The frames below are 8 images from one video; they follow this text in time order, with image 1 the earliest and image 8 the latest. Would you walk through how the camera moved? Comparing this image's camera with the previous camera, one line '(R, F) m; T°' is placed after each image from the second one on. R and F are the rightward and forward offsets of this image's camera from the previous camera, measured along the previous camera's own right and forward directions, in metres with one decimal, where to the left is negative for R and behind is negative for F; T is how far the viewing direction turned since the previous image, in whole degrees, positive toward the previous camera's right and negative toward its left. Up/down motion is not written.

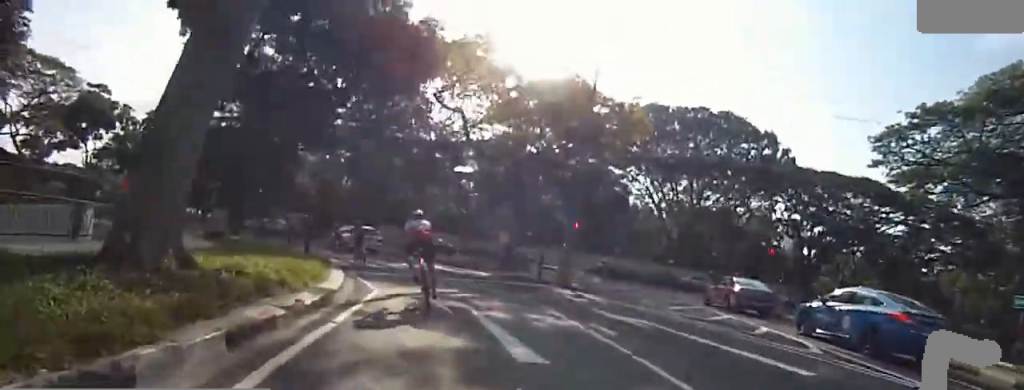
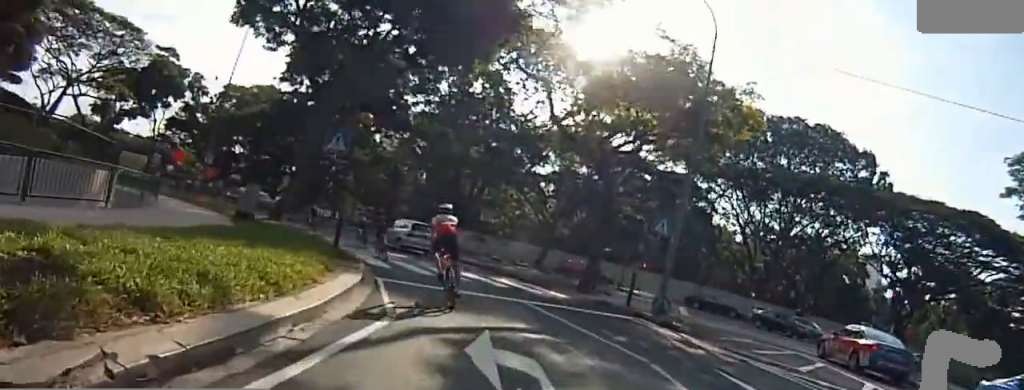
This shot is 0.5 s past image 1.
(-0.1, +4.0) m; -9°
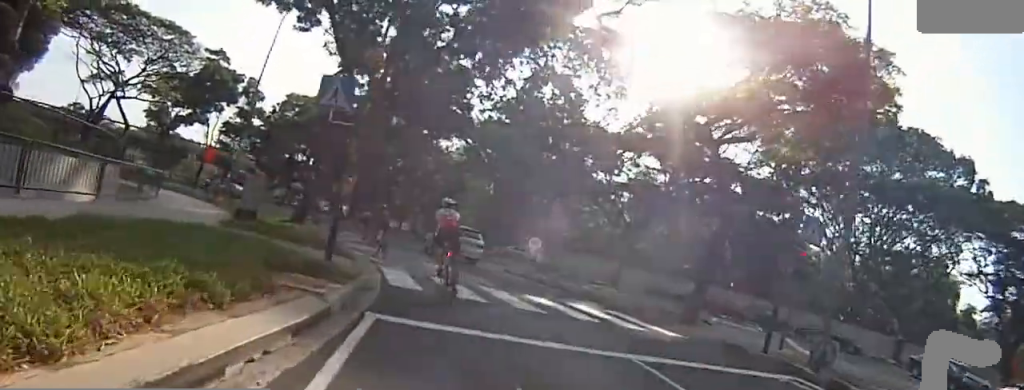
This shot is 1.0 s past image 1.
(-0.9, +4.9) m; -11°
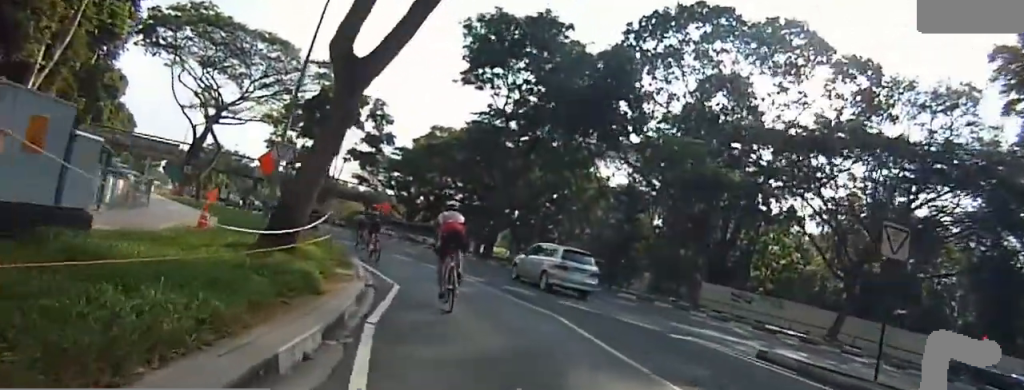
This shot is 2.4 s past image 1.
(-2.1, +11.9) m; -20°
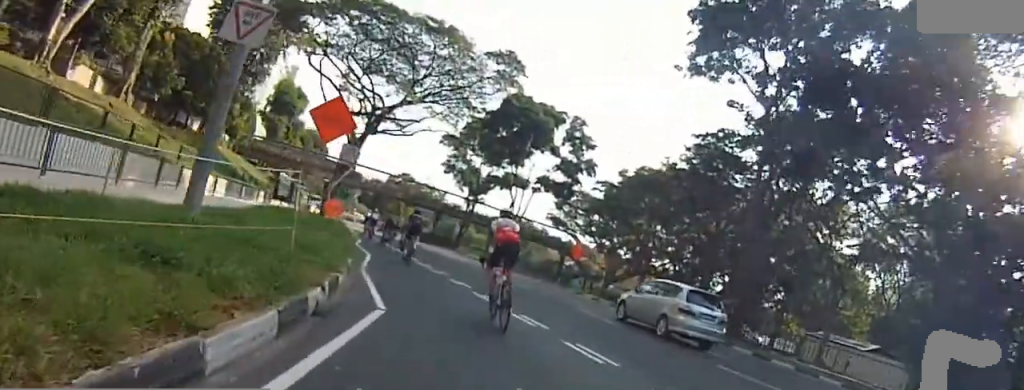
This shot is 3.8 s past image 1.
(-0.8, +12.0) m; +2°
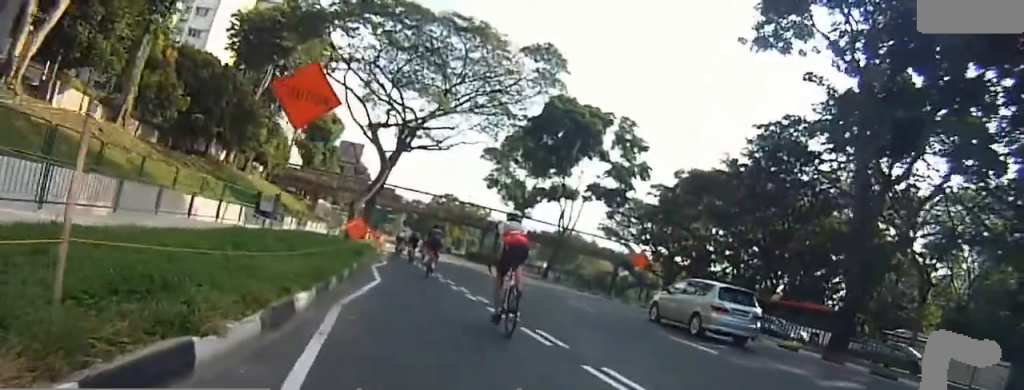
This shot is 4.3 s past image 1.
(+0.2, +3.5) m; +4°
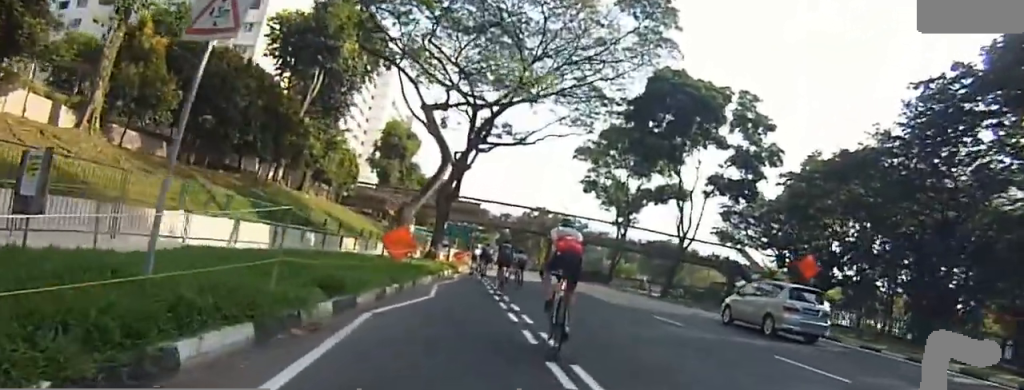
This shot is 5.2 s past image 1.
(+0.1, +7.4) m; 0°
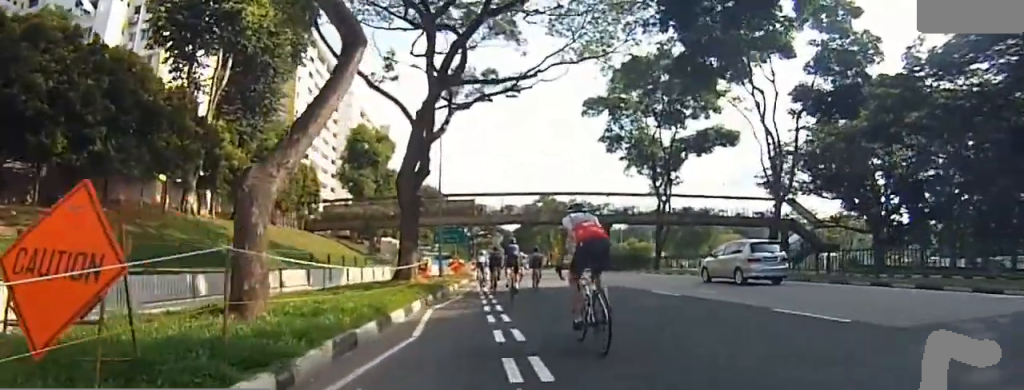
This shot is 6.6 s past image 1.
(-0.6, +10.6) m; -10°
